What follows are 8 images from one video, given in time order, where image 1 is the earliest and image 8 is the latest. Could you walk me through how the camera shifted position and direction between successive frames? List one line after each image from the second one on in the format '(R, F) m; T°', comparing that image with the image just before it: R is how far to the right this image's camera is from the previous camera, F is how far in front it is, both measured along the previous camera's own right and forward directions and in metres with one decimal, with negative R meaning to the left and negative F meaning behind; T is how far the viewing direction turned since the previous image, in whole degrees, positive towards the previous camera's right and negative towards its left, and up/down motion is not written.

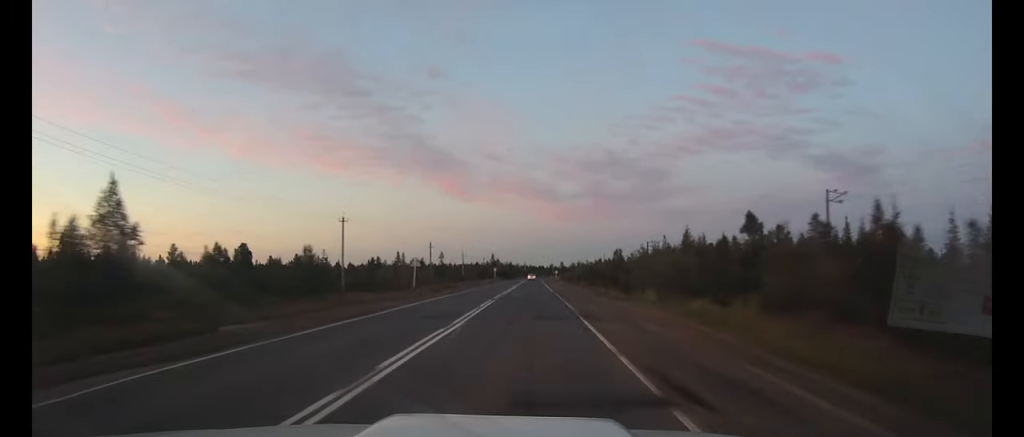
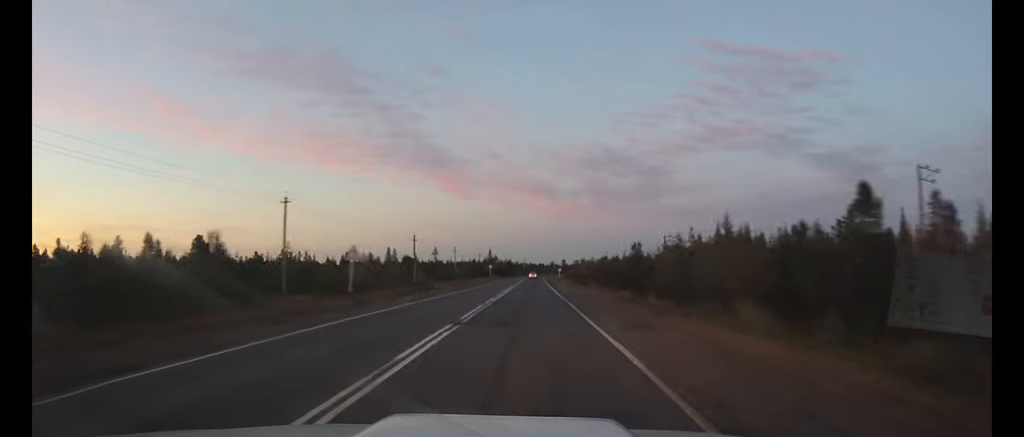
(0.0, +15.4) m; 0°
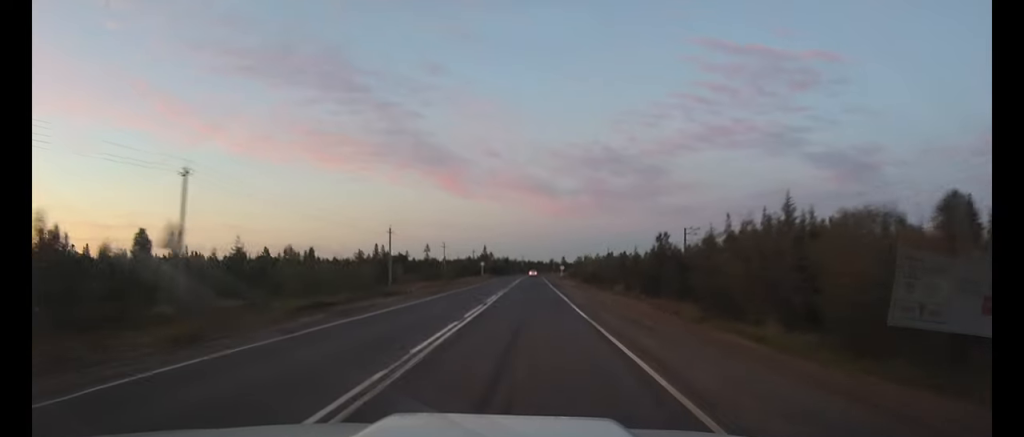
(0.0, +15.3) m; 0°
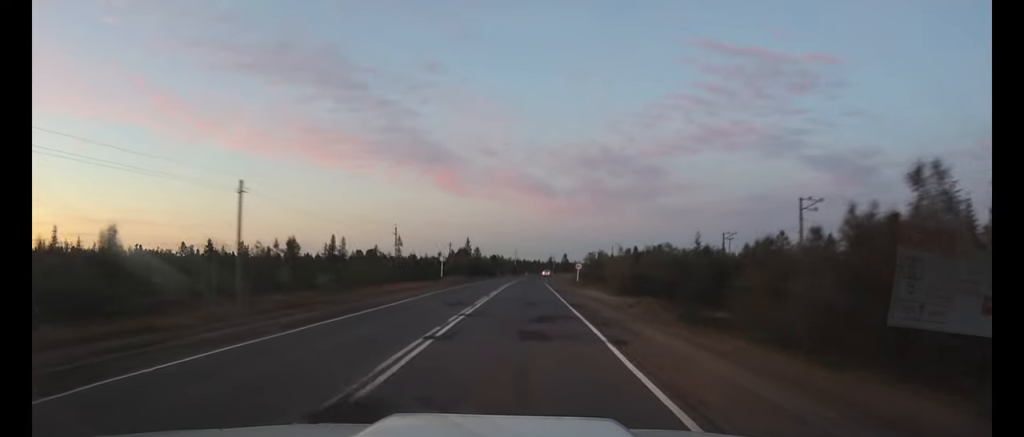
(+0.2, +41.8) m; 0°
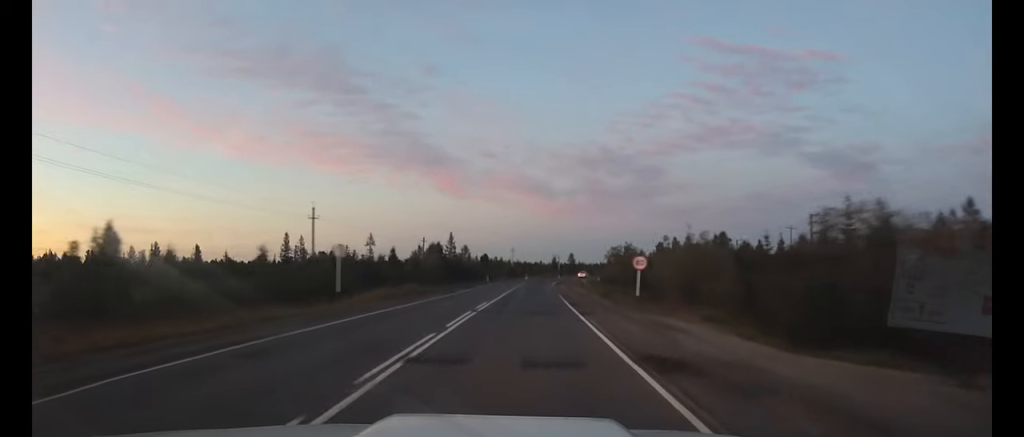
(0.0, +32.5) m; 0°
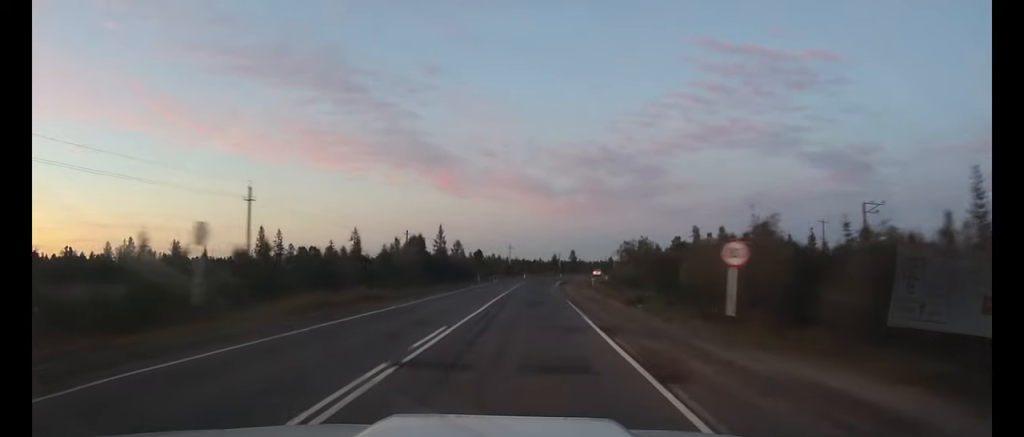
(0.0, +12.5) m; 0°
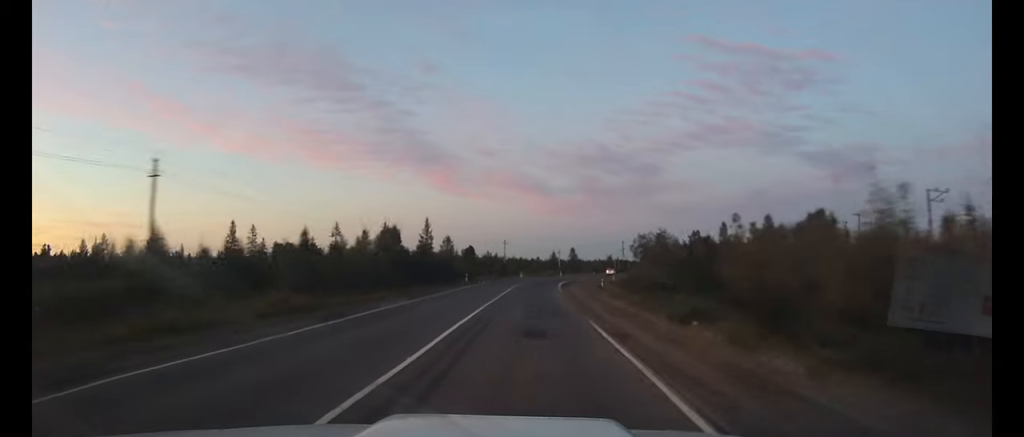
(0.0, +11.7) m; 0°
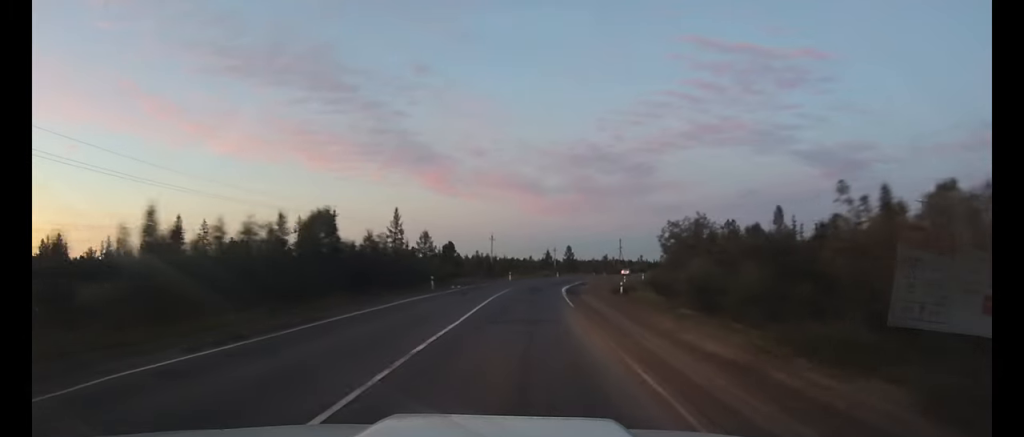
(0.0, +16.9) m; +1°
